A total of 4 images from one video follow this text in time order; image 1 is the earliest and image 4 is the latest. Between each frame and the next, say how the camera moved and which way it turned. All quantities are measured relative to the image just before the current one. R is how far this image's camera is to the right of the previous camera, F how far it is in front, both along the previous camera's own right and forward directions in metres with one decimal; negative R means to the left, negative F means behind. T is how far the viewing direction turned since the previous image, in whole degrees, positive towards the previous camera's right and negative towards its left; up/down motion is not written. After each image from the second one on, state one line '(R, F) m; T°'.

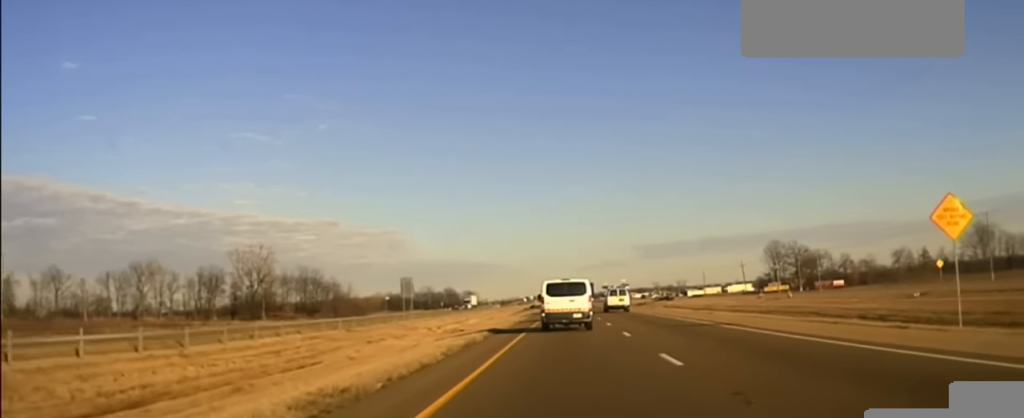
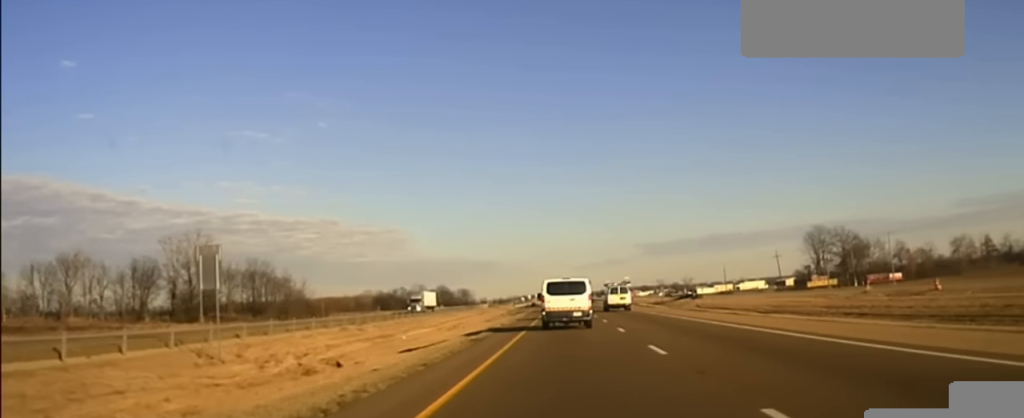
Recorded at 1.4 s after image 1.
(+0.2, +39.3) m; +1°
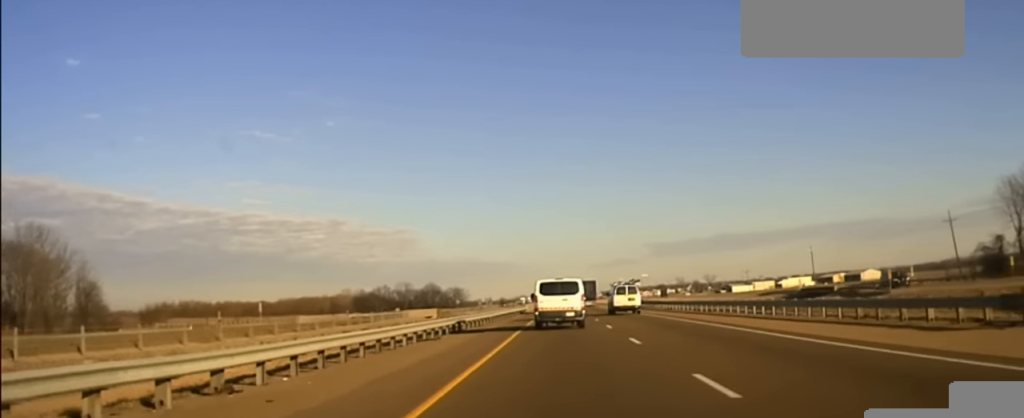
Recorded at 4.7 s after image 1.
(-2.0, +91.9) m; -2°
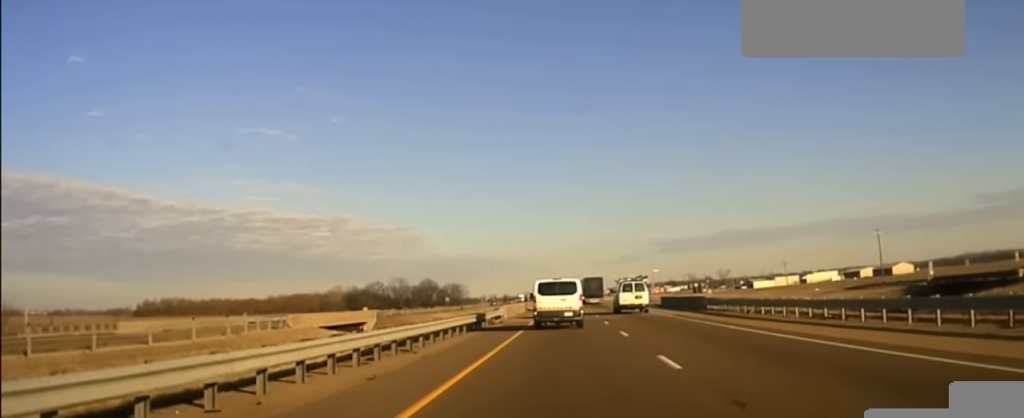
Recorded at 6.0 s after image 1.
(+0.4, +53.5) m; 0°
